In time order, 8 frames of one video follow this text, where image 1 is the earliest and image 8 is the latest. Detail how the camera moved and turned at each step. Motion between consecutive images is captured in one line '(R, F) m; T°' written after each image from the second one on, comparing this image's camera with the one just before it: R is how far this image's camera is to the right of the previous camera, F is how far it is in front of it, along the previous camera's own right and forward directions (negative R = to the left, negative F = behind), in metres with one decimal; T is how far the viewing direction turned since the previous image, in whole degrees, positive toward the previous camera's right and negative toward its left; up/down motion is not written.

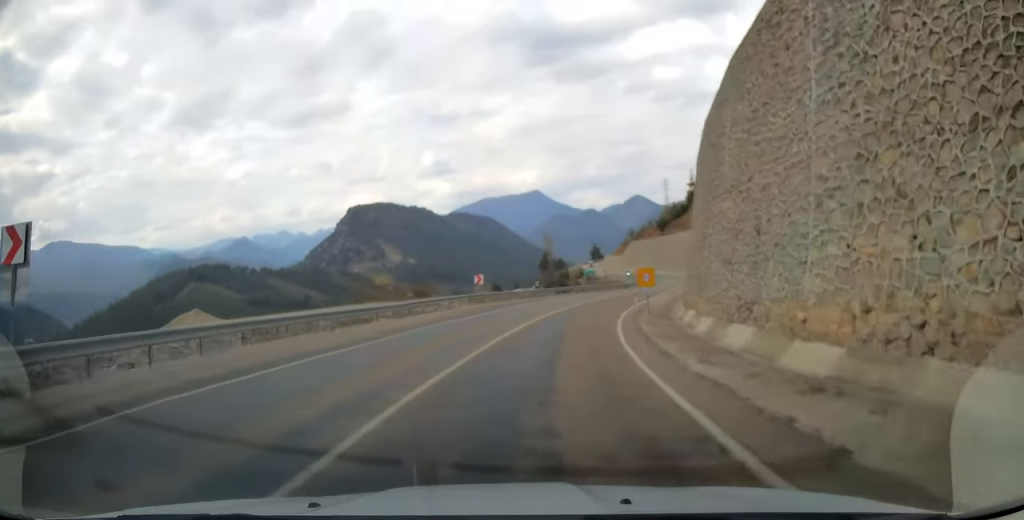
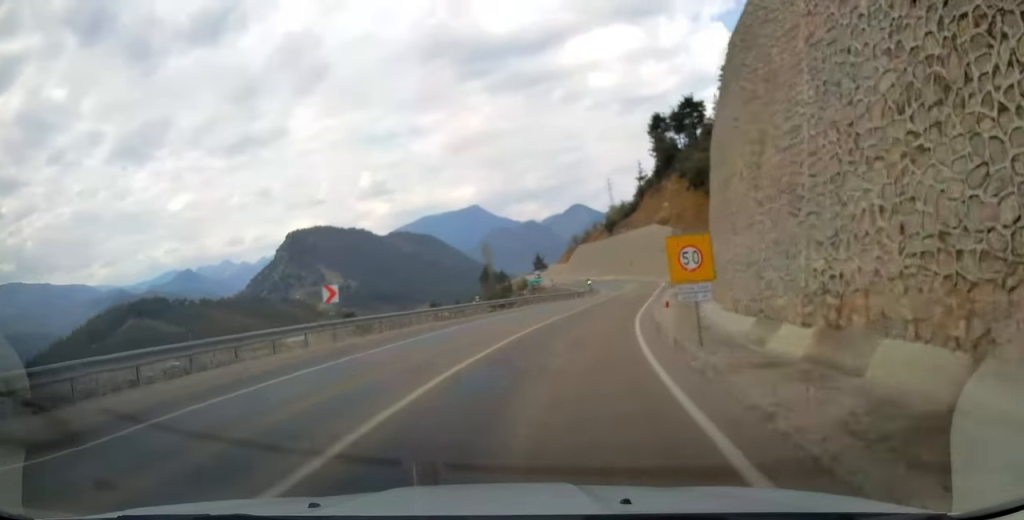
(+0.9, +19.4) m; +6°
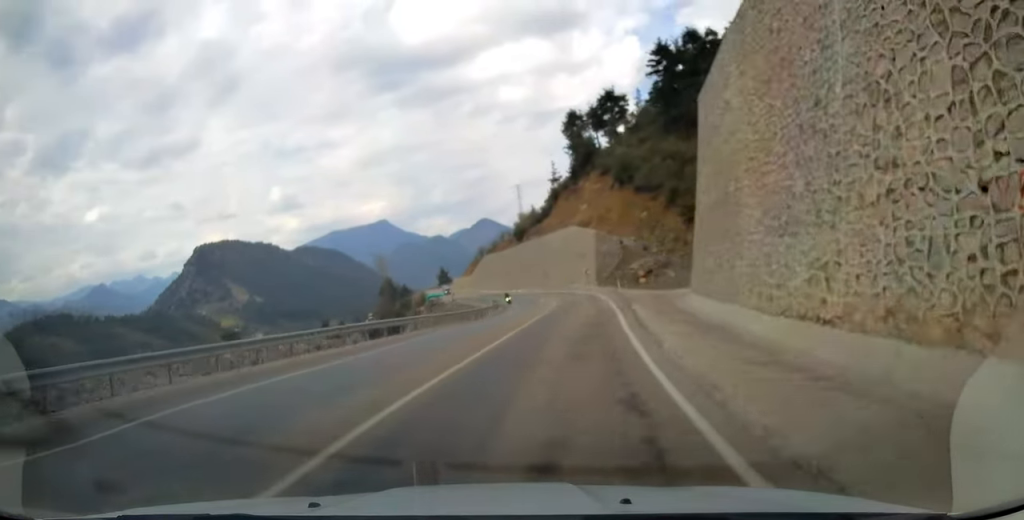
(+1.3, +21.0) m; +6°
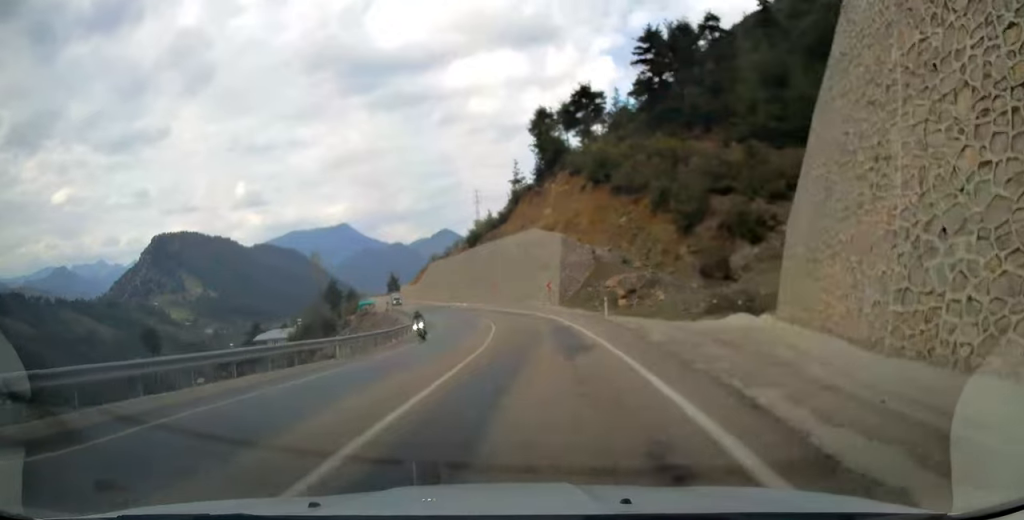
(+0.9, +20.6) m; +3°
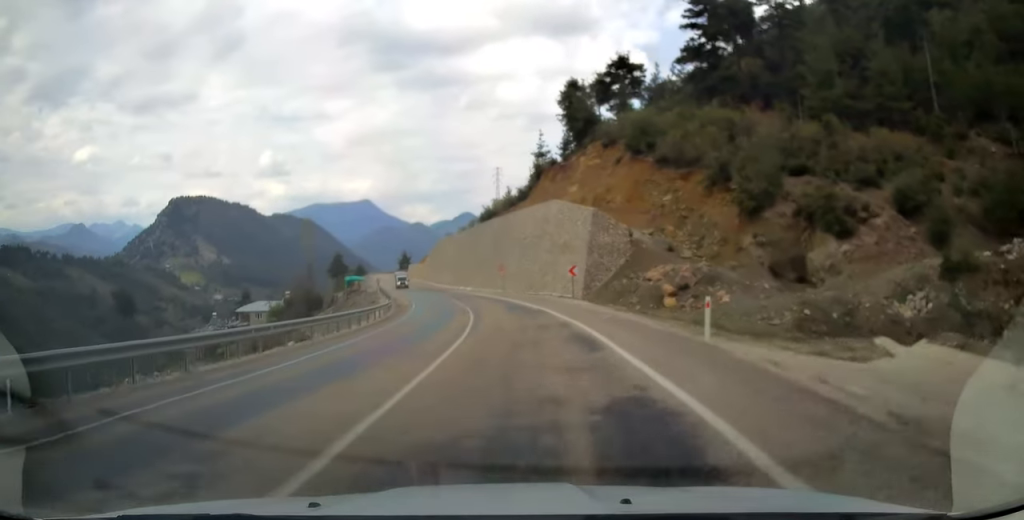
(+0.2, +16.8) m; 0°
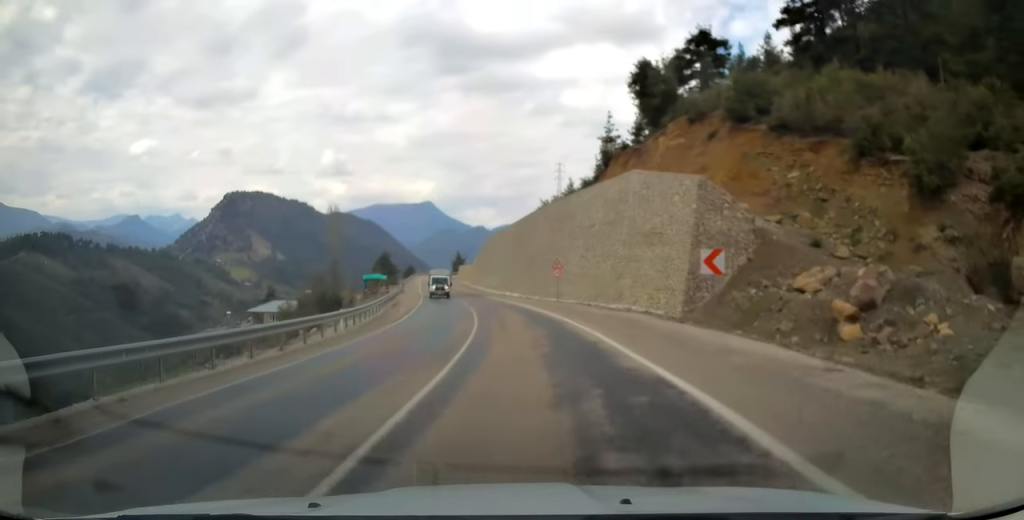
(-0.4, +20.7) m; -4°
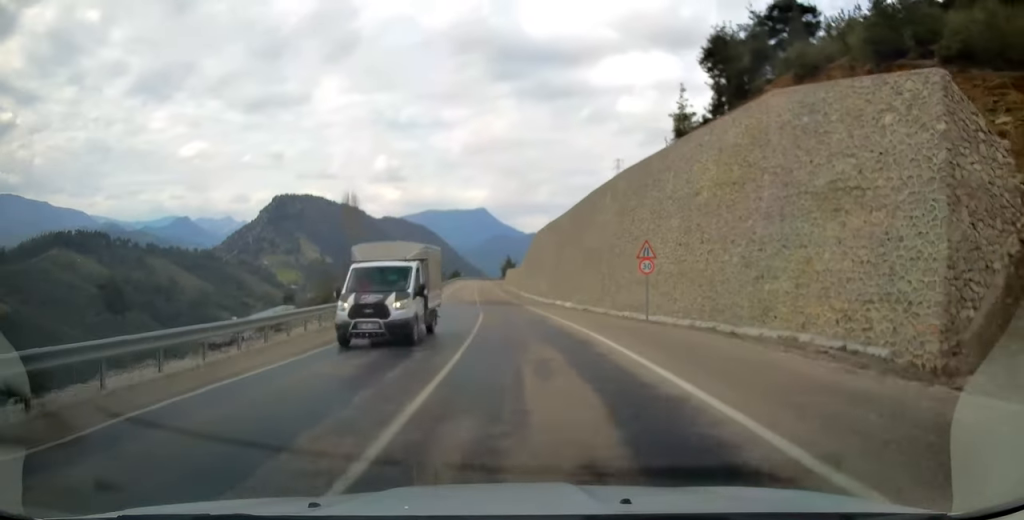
(-1.0, +20.3) m; -6°
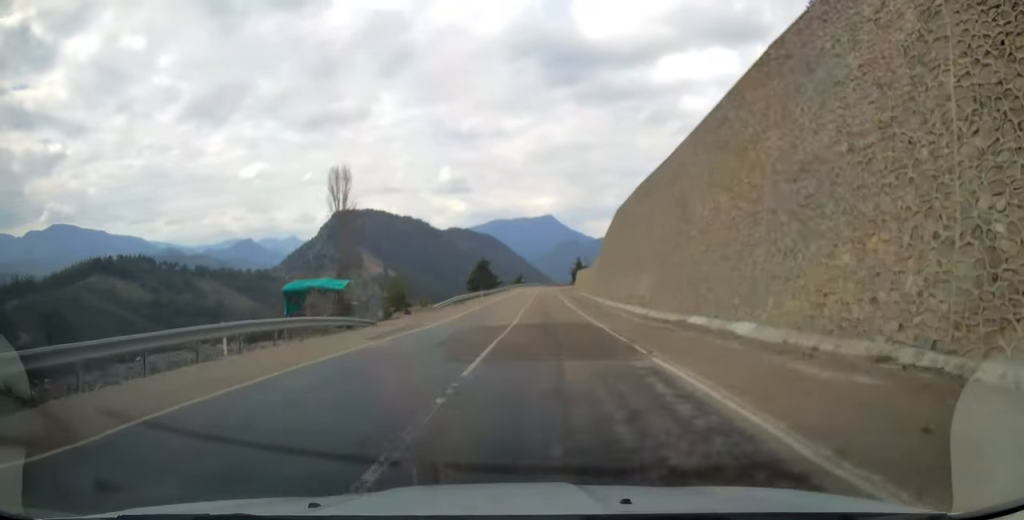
(-2.3, +33.1) m; -6°
